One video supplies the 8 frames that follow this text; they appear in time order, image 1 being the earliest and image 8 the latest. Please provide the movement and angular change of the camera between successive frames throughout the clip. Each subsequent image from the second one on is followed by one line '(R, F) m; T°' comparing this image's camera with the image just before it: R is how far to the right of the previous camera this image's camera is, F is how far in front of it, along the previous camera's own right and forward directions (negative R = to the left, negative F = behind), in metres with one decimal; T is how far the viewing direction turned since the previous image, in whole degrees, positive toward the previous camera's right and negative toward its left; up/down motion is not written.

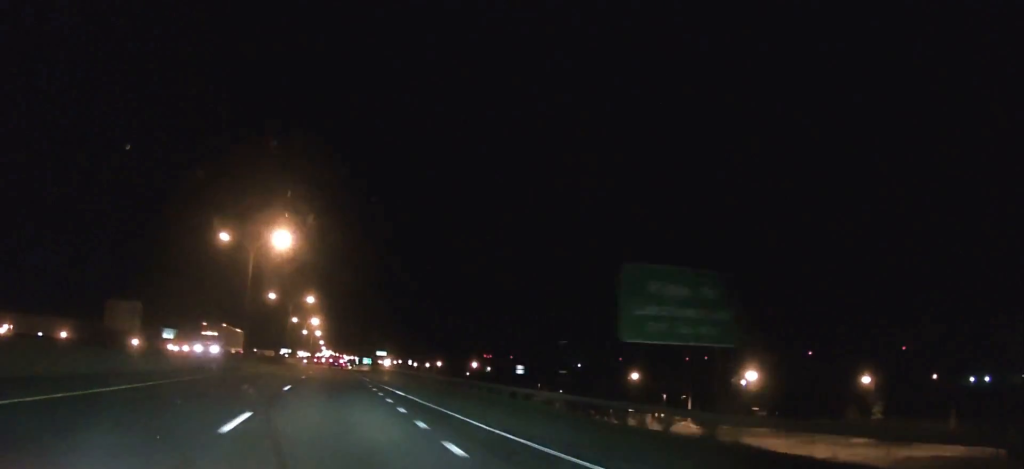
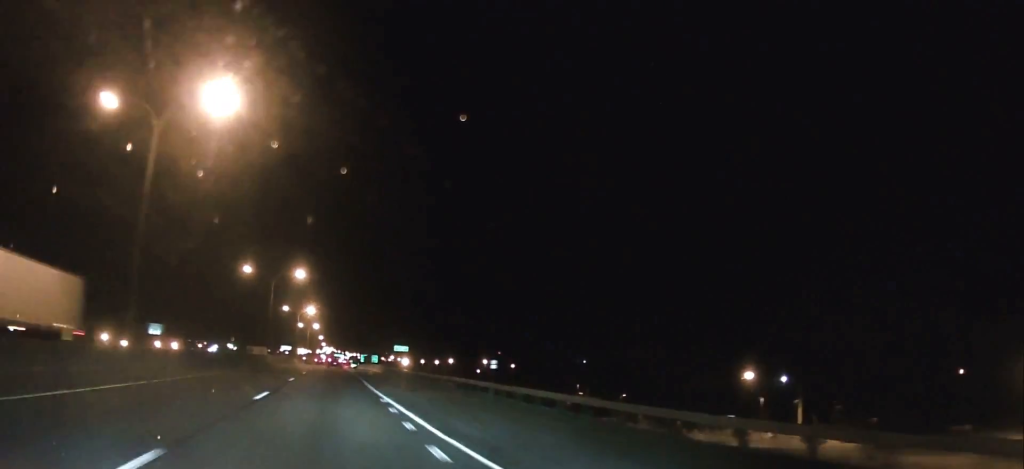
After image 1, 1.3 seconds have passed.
(+0.4, +30.0) m; +2°
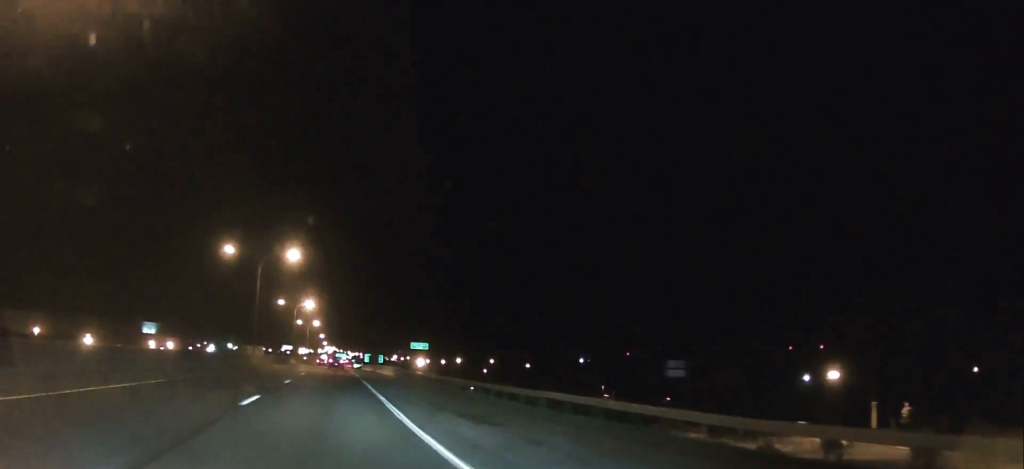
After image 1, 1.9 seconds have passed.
(+0.2, +14.2) m; 0°
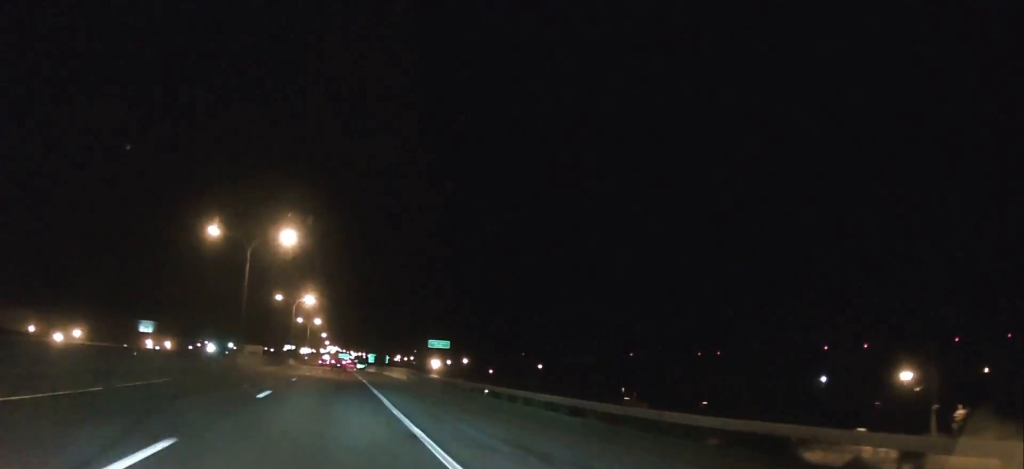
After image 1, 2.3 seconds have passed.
(+0.2, +9.4) m; -1°
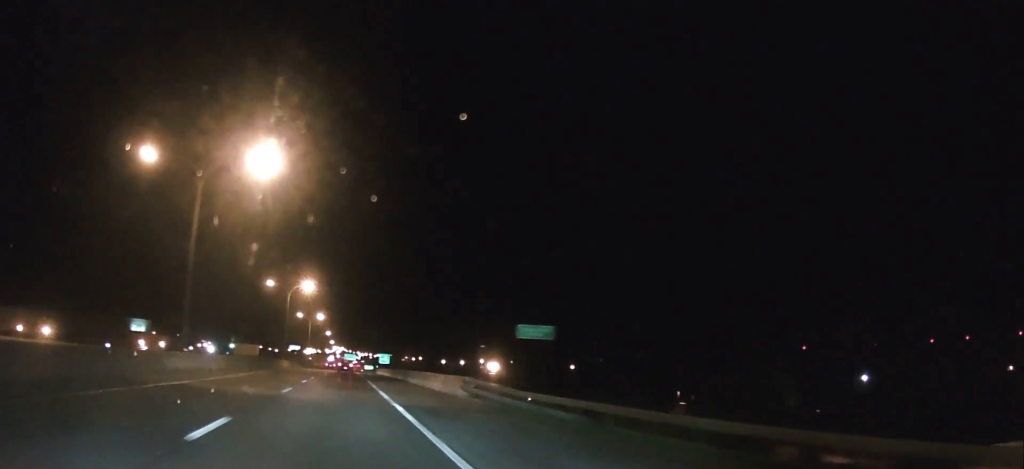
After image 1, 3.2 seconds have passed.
(-0.6, +21.1) m; -2°
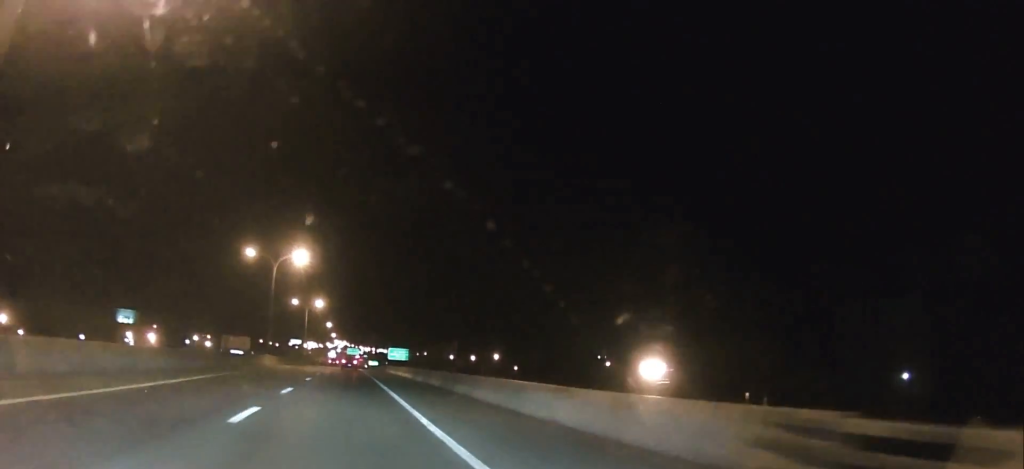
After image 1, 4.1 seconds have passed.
(-0.1, +21.0) m; 0°
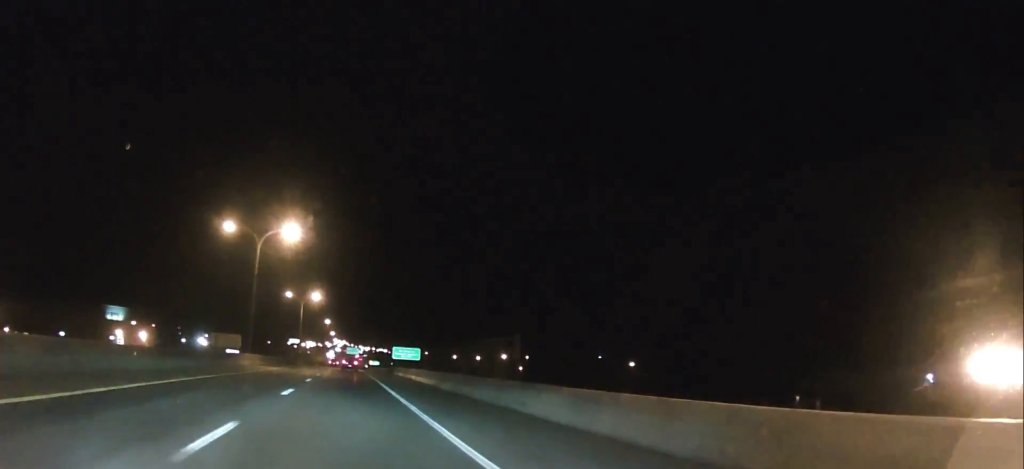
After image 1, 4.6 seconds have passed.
(0.0, +12.4) m; 0°
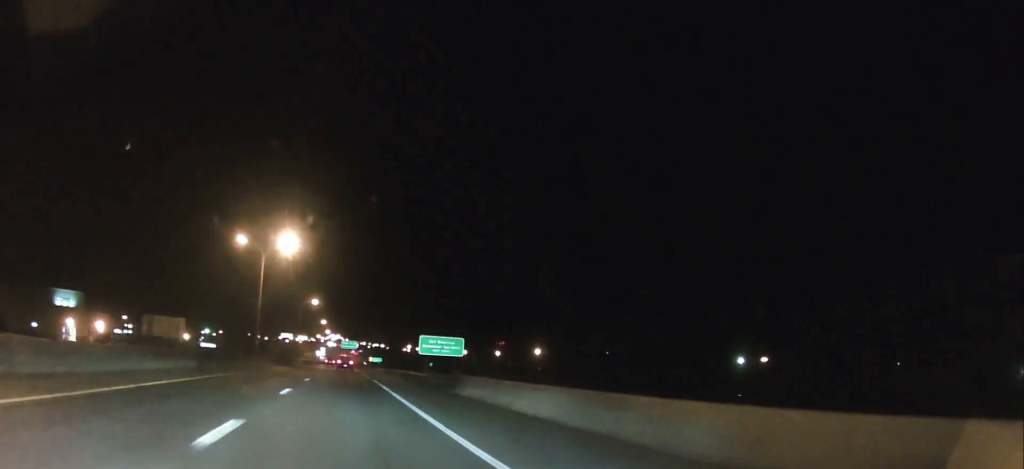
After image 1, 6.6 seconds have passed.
(+0.3, +44.9) m; 0°
